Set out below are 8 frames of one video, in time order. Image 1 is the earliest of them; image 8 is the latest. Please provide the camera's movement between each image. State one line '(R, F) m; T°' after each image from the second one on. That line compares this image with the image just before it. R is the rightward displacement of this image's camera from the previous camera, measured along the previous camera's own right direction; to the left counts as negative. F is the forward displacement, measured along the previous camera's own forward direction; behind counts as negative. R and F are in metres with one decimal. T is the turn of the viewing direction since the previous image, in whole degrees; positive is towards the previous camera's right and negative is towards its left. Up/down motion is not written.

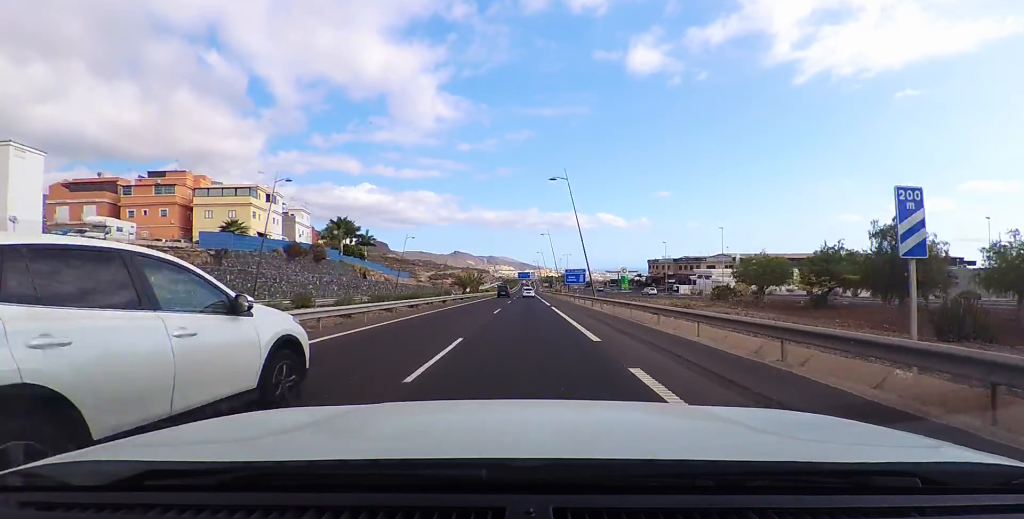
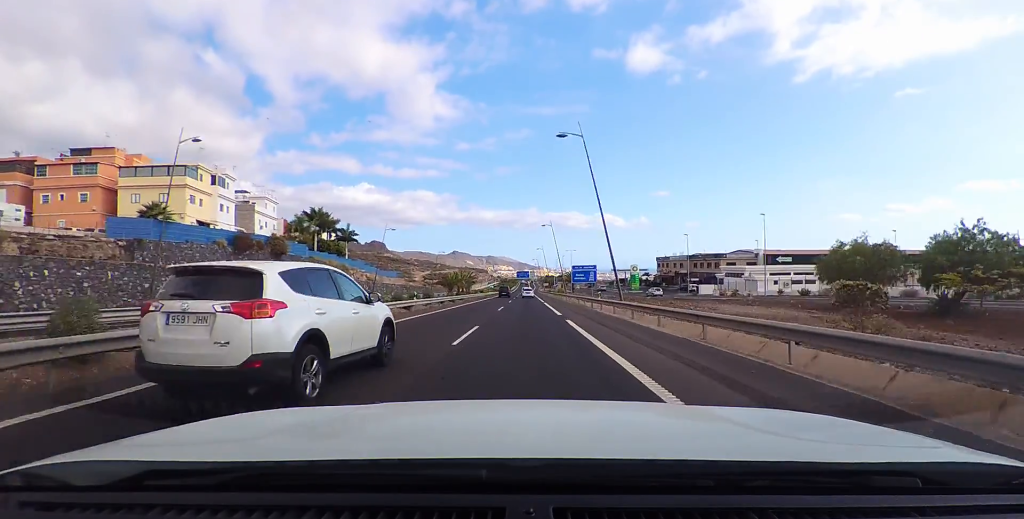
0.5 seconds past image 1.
(-0.4, +12.4) m; -1°
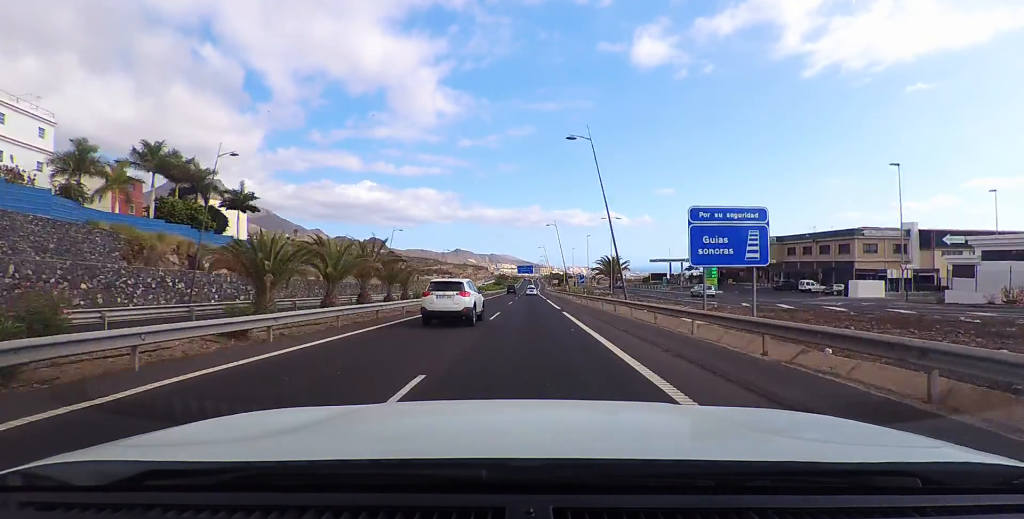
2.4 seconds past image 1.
(-0.1, +42.9) m; +1°
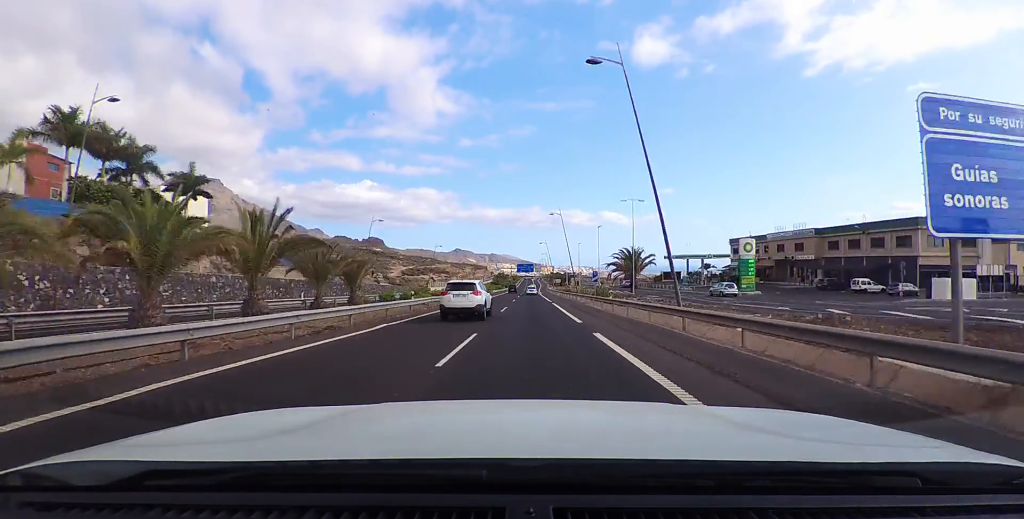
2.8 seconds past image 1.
(0.0, +11.0) m; +1°
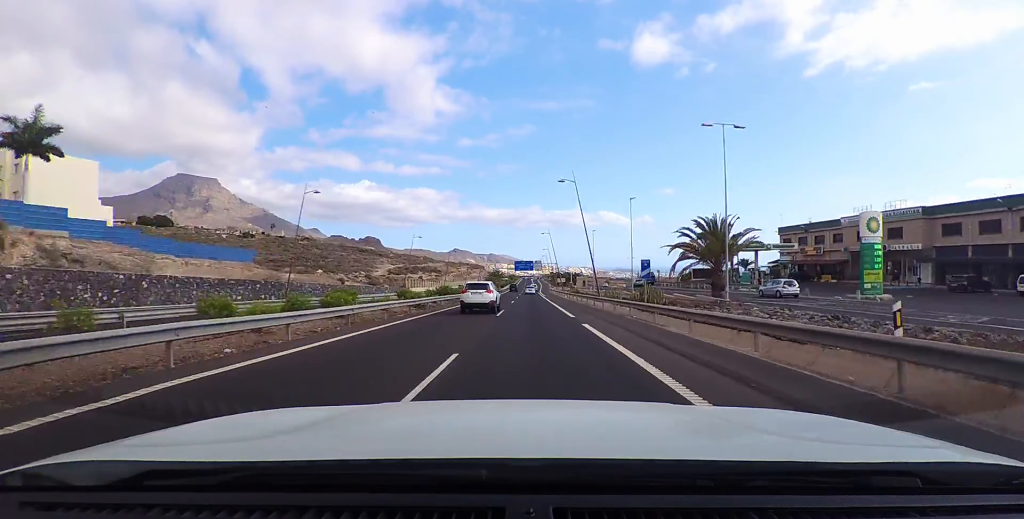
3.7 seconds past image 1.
(+0.6, +20.6) m; -1°
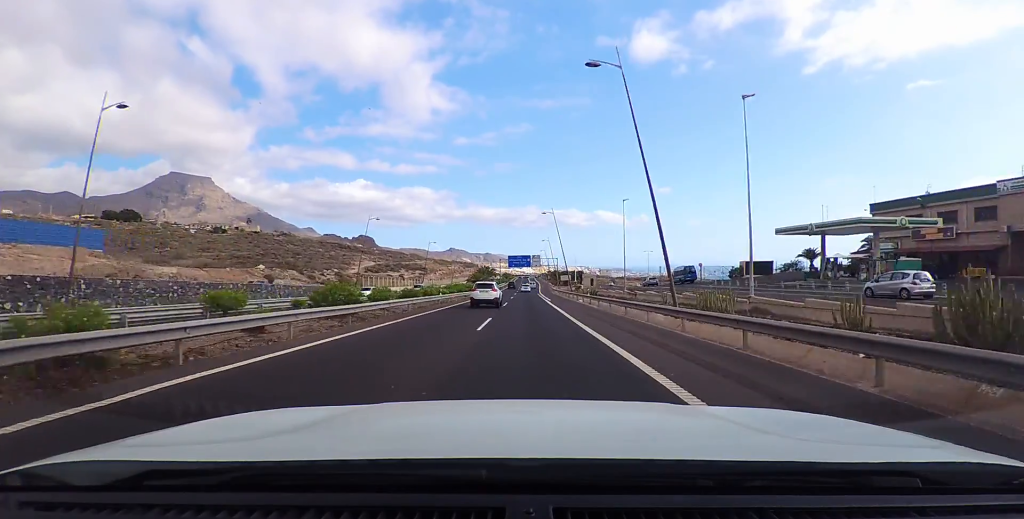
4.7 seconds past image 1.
(-1.0, +24.1) m; -1°
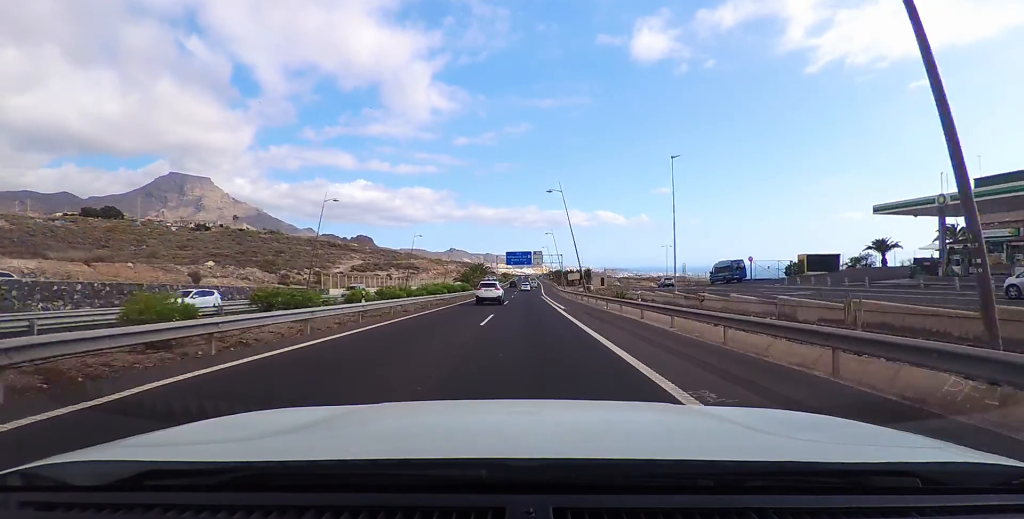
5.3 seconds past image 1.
(+0.5, +15.4) m; +1°
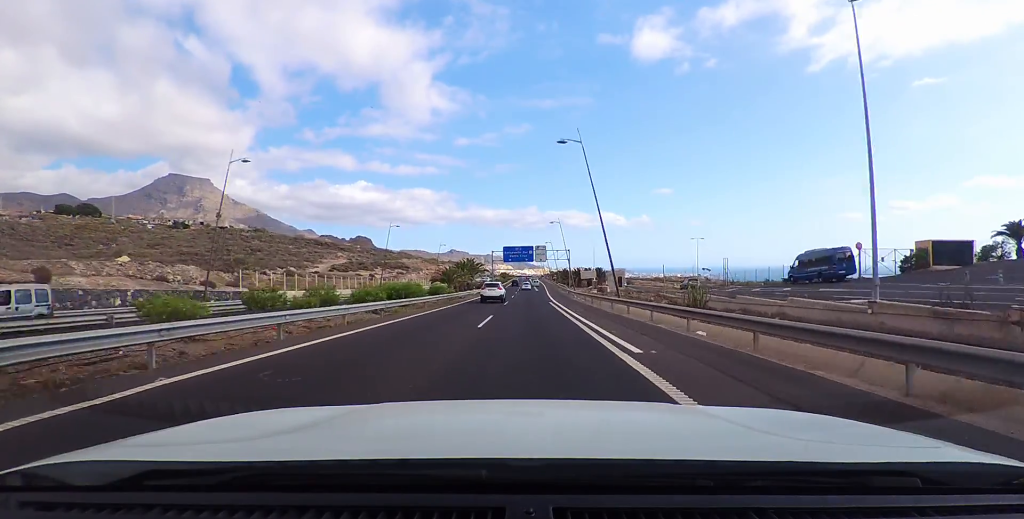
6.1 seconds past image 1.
(+0.1, +17.8) m; 0°
